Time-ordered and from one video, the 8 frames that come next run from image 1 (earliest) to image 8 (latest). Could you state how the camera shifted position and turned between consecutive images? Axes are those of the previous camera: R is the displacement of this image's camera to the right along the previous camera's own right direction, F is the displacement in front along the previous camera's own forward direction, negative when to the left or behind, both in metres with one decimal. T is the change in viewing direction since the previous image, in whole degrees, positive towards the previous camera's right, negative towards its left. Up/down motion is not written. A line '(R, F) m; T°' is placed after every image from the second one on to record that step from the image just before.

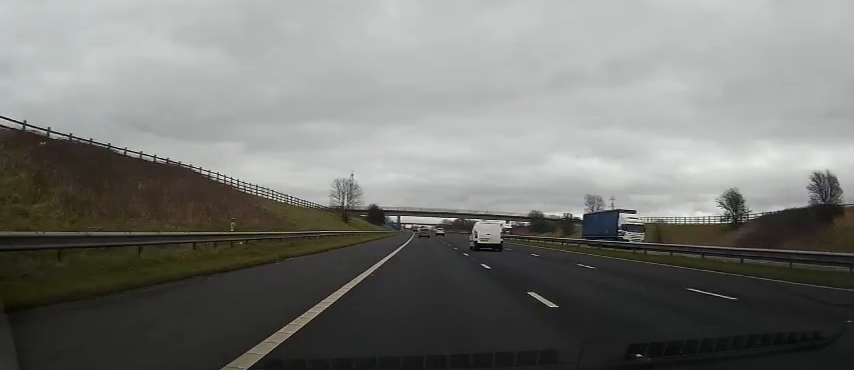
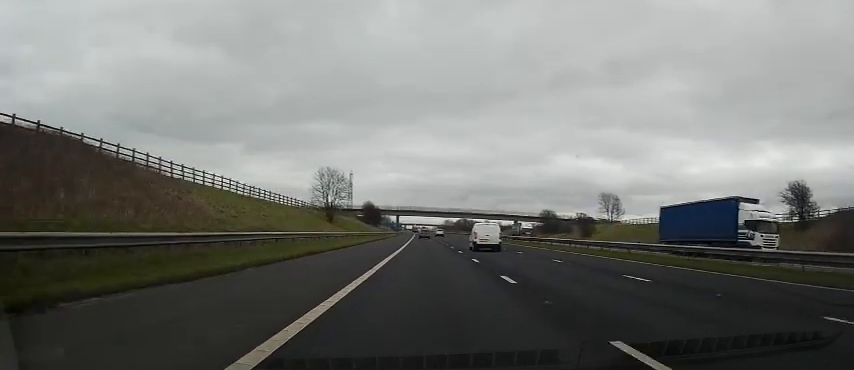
(+0.2, +13.3) m; 0°
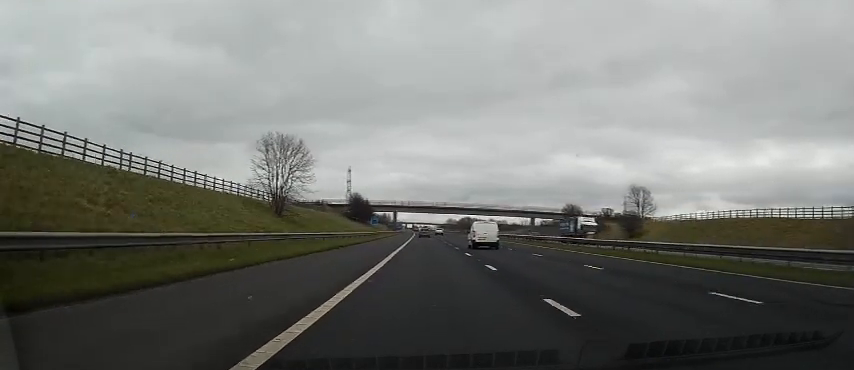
(-0.1, +22.9) m; -1°
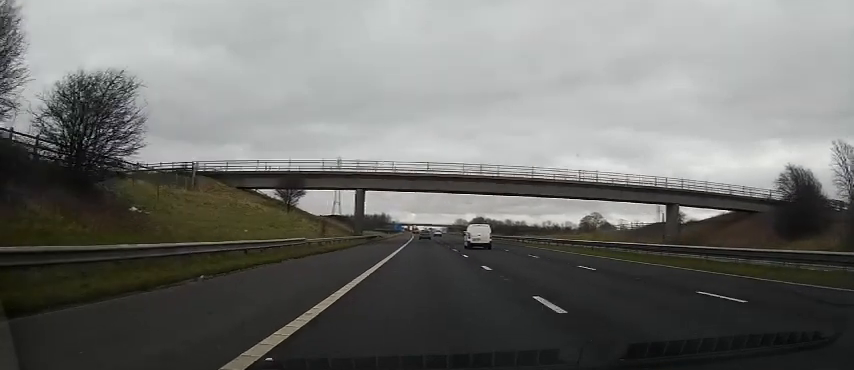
(-0.8, +81.7) m; 0°
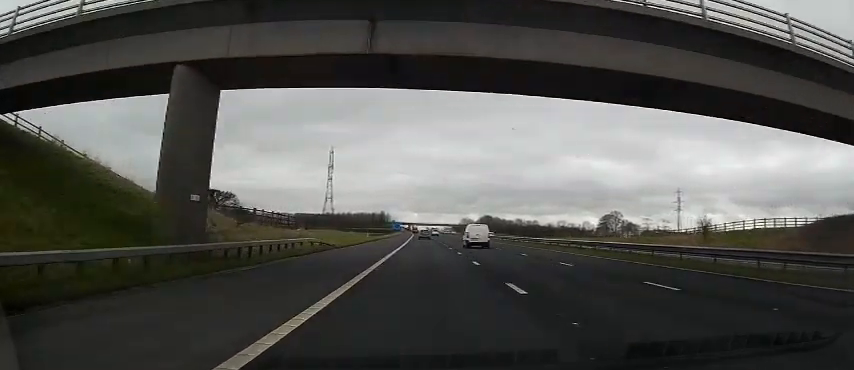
(-0.5, +42.1) m; -1°
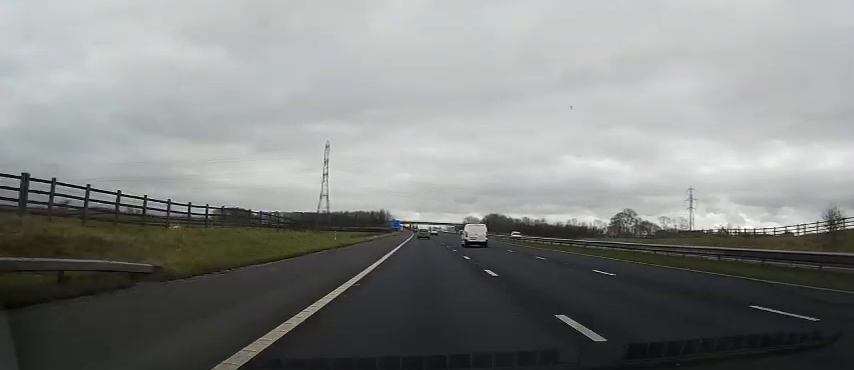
(+0.1, +22.3) m; 0°
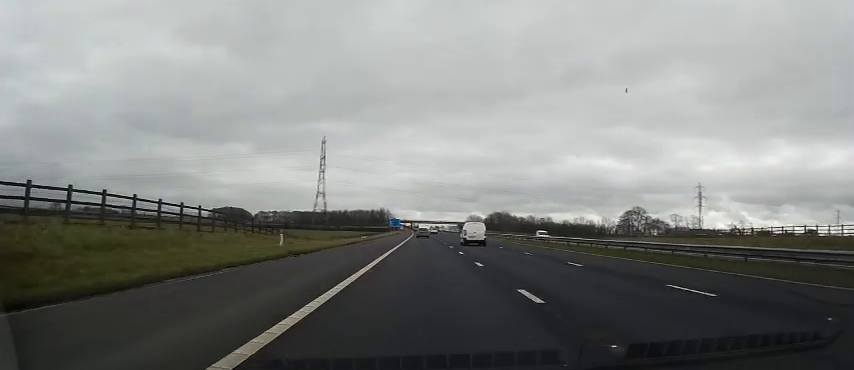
(+0.2, +14.8) m; 0°
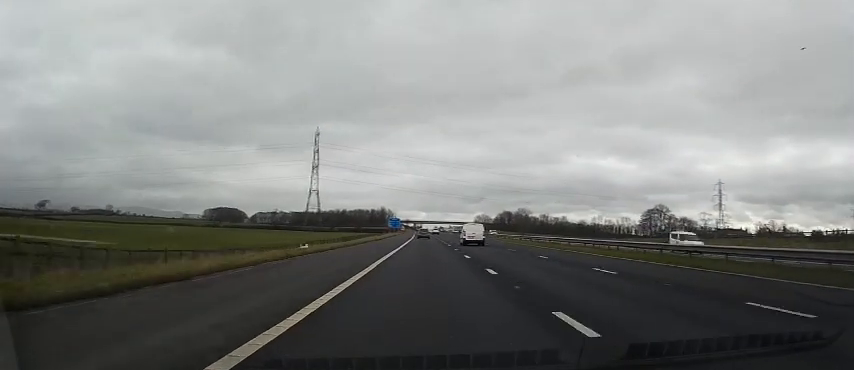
(-0.5, +31.0) m; -1°
